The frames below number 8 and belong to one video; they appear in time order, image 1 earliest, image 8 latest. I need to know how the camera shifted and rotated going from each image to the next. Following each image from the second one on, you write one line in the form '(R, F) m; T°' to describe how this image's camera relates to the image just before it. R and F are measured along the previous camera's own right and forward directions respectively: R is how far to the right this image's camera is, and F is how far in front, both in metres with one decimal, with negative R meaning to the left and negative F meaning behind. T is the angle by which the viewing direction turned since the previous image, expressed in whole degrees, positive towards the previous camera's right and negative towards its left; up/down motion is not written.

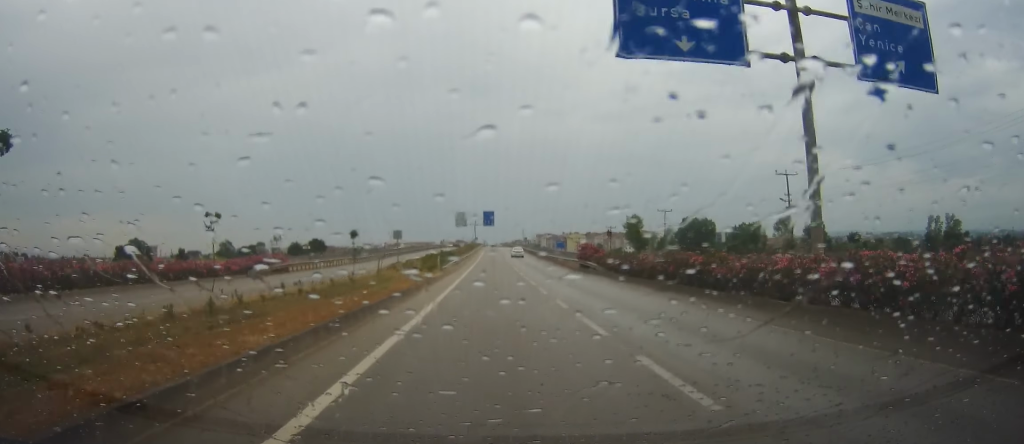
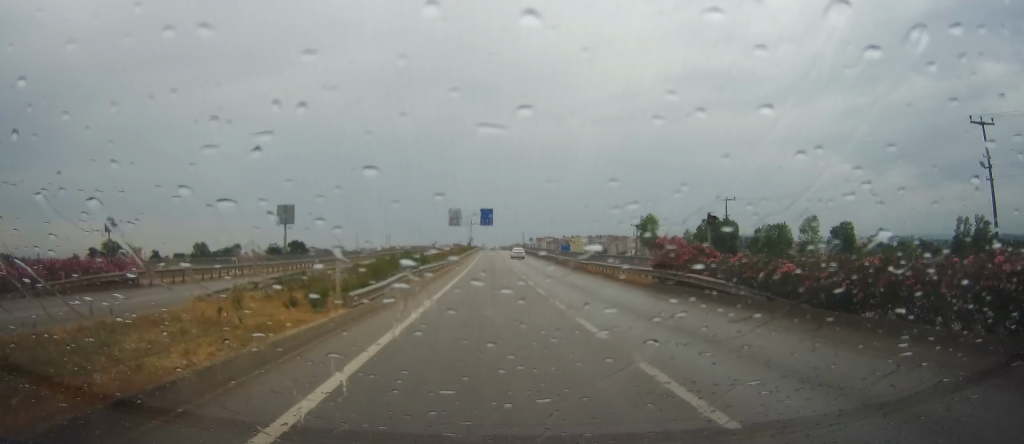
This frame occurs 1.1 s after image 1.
(+1.2, +23.4) m; +2°
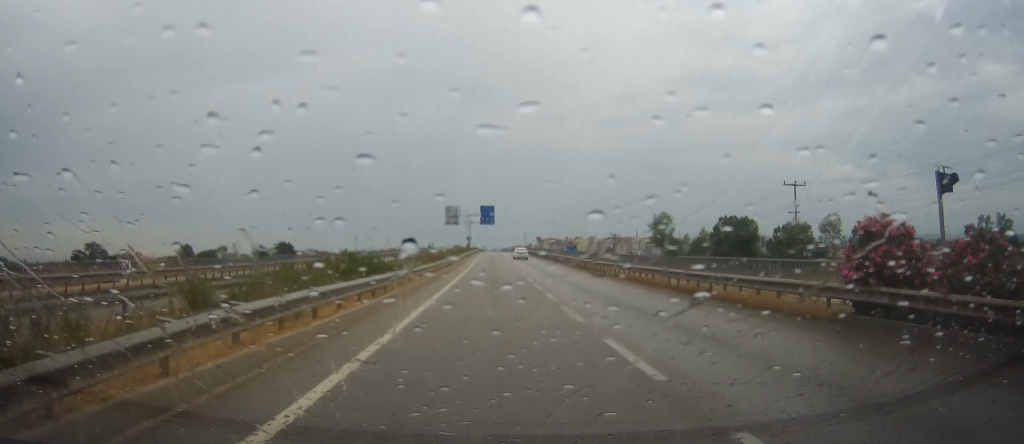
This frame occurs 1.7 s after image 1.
(-0.3, +14.9) m; 0°
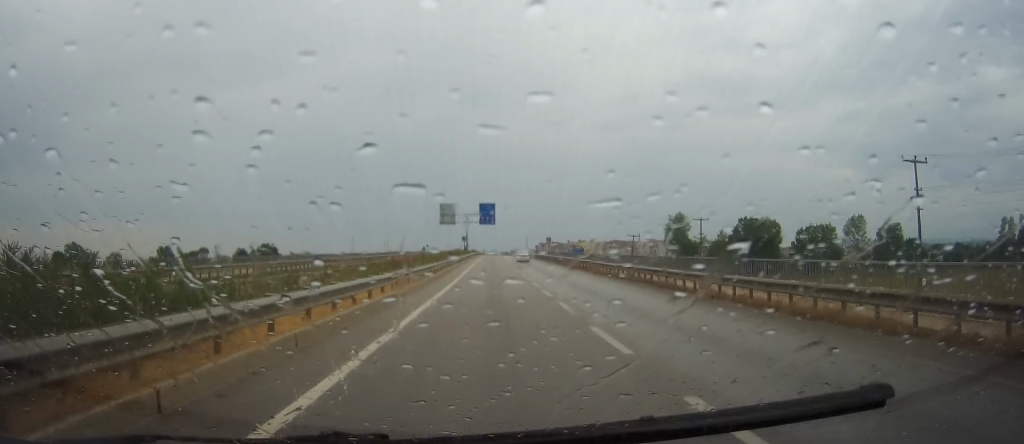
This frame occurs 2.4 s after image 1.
(+0.1, +16.9) m; 0°
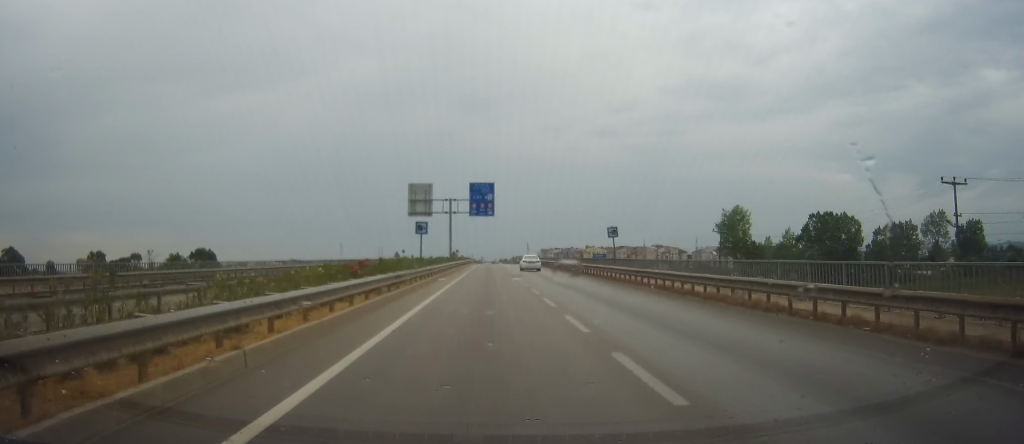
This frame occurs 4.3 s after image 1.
(-0.5, +44.8) m; +1°
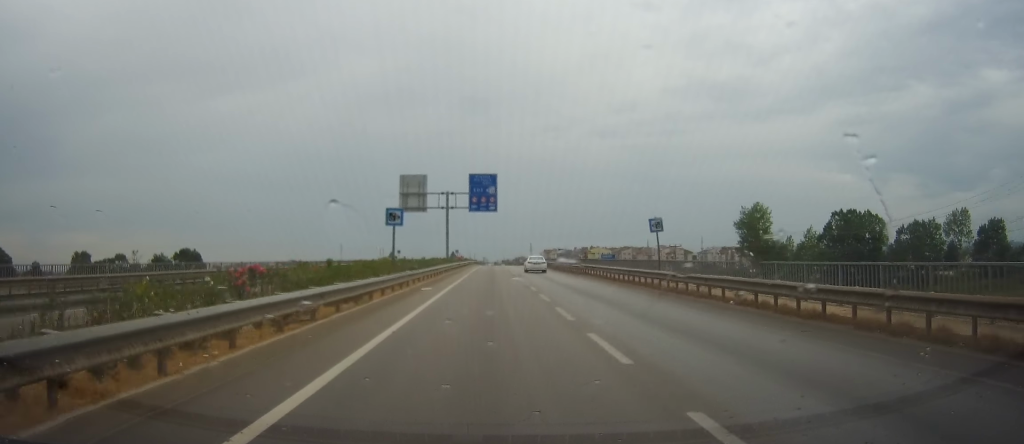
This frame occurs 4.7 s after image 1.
(+0.3, +10.0) m; +1°
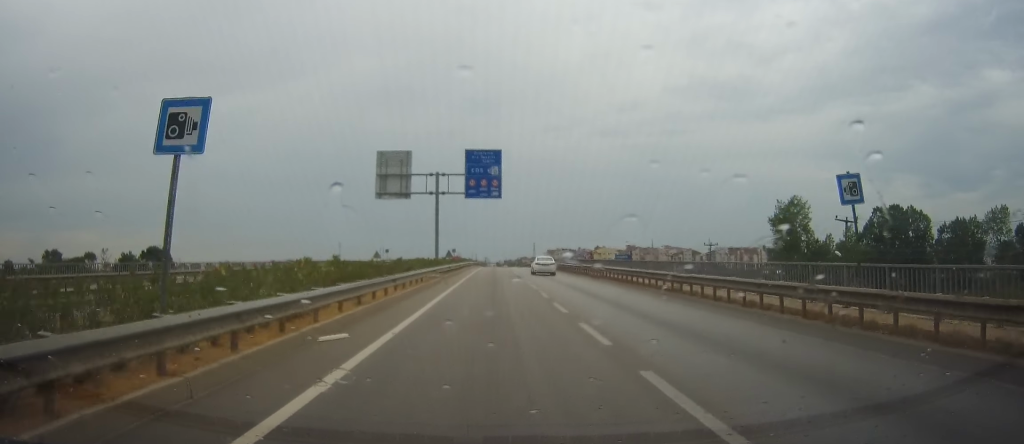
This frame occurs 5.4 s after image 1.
(+0.2, +15.9) m; 0°
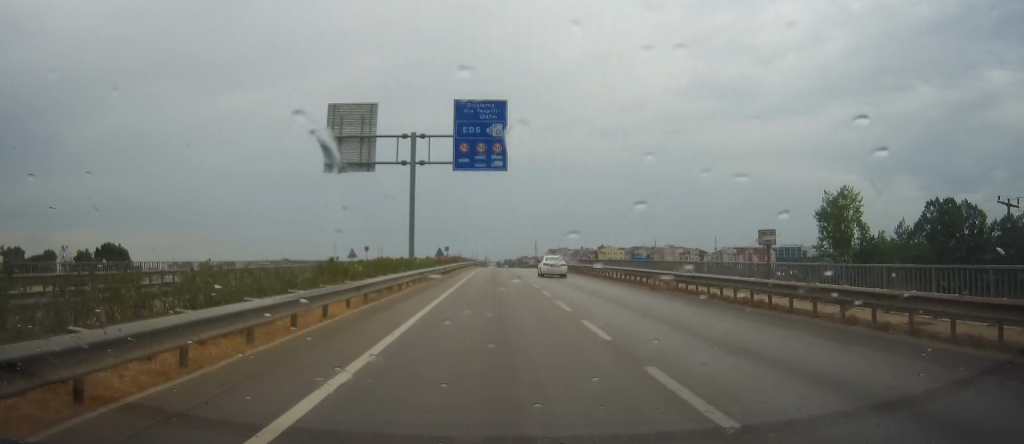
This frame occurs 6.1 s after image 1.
(0.0, +17.8) m; -2°
